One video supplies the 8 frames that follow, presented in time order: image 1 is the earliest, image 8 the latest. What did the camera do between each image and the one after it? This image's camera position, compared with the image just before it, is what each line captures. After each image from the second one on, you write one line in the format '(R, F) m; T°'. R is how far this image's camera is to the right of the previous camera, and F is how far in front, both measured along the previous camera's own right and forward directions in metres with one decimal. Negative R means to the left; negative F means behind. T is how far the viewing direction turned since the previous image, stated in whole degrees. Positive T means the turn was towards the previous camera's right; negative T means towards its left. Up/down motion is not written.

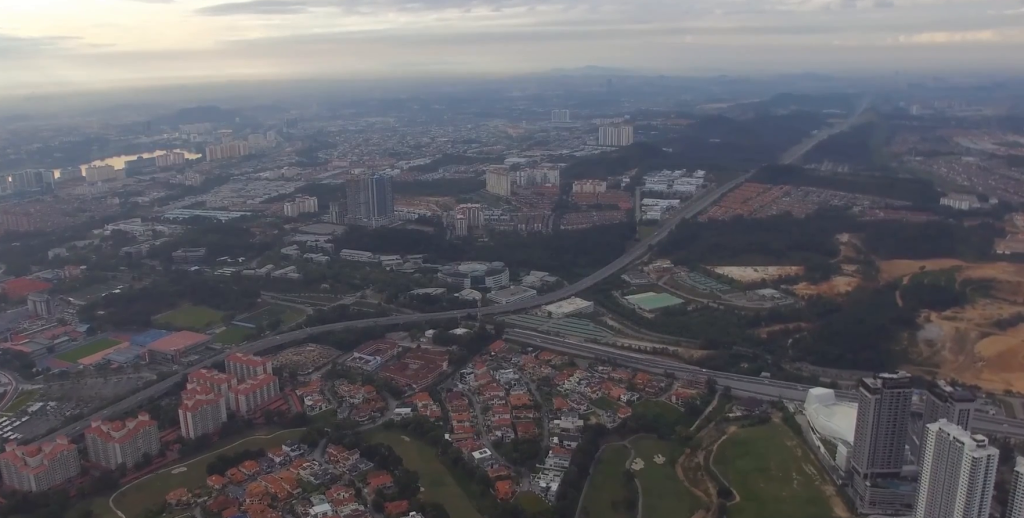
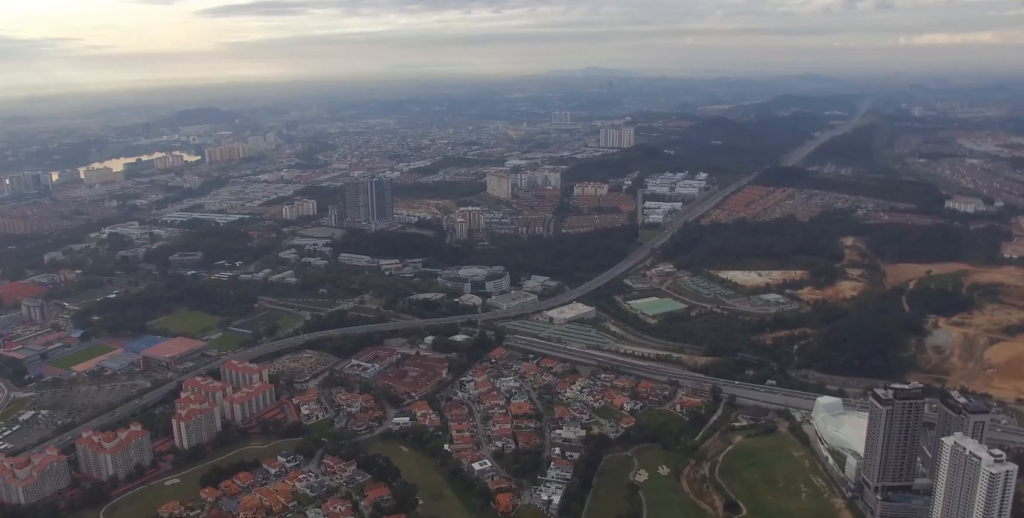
(0.0, +22.5) m; 0°
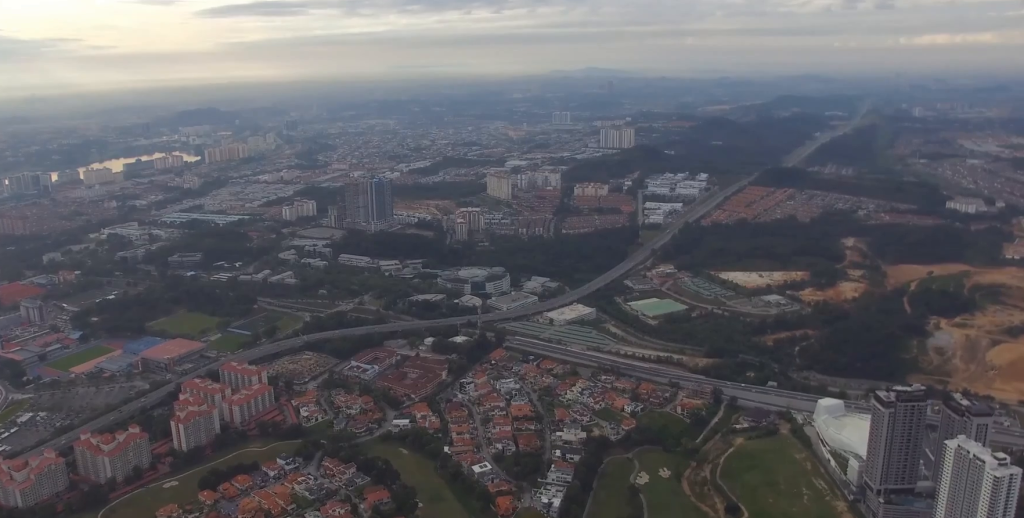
(0.0, +4.4) m; 0°
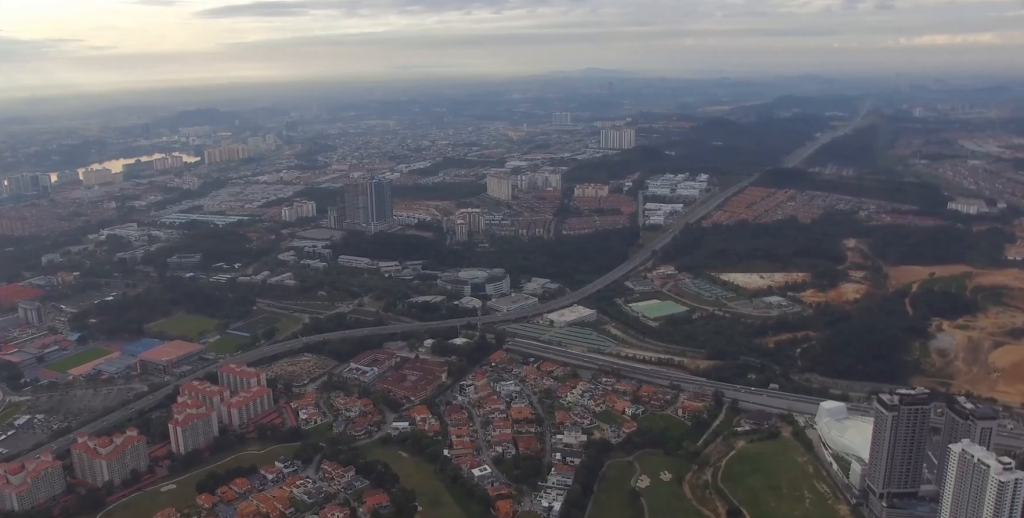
(0.0, +6.4) m; 0°
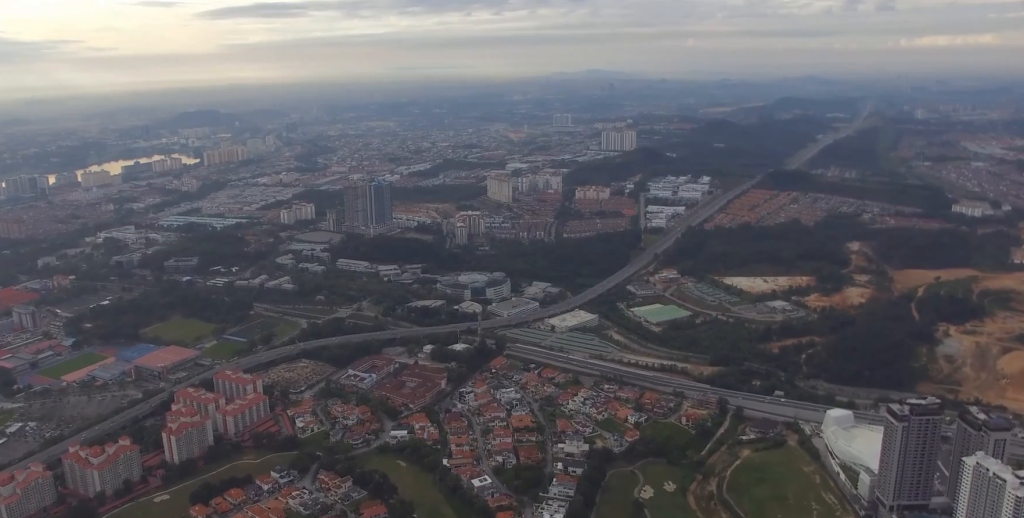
(+0.1, +19.1) m; 0°
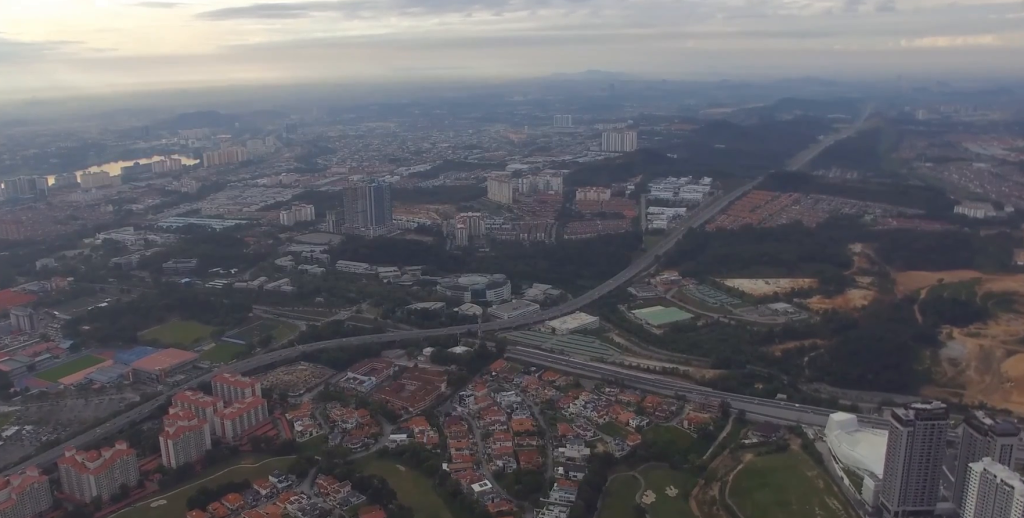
(0.0, +8.7) m; 0°
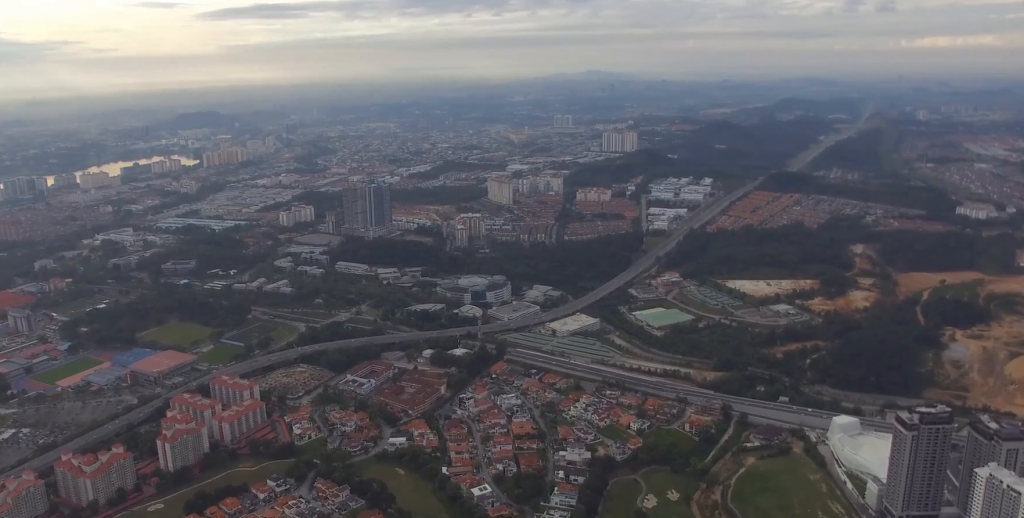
(0.0, +7.1) m; 0°
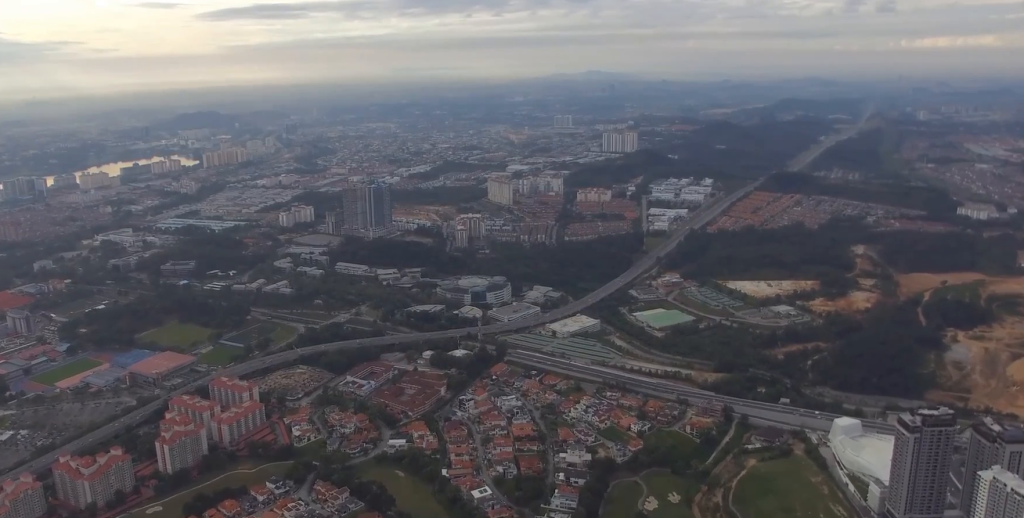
(0.0, +4.4) m; 0°
